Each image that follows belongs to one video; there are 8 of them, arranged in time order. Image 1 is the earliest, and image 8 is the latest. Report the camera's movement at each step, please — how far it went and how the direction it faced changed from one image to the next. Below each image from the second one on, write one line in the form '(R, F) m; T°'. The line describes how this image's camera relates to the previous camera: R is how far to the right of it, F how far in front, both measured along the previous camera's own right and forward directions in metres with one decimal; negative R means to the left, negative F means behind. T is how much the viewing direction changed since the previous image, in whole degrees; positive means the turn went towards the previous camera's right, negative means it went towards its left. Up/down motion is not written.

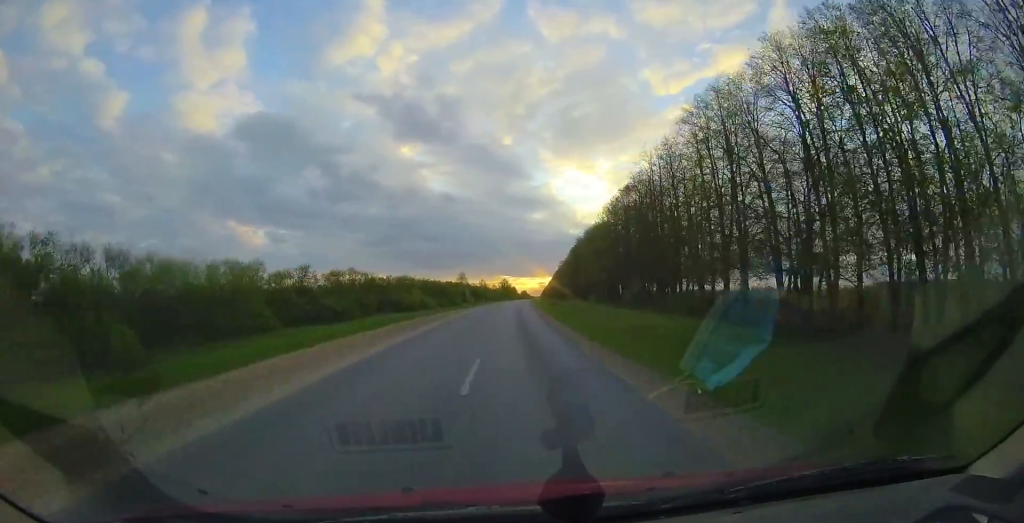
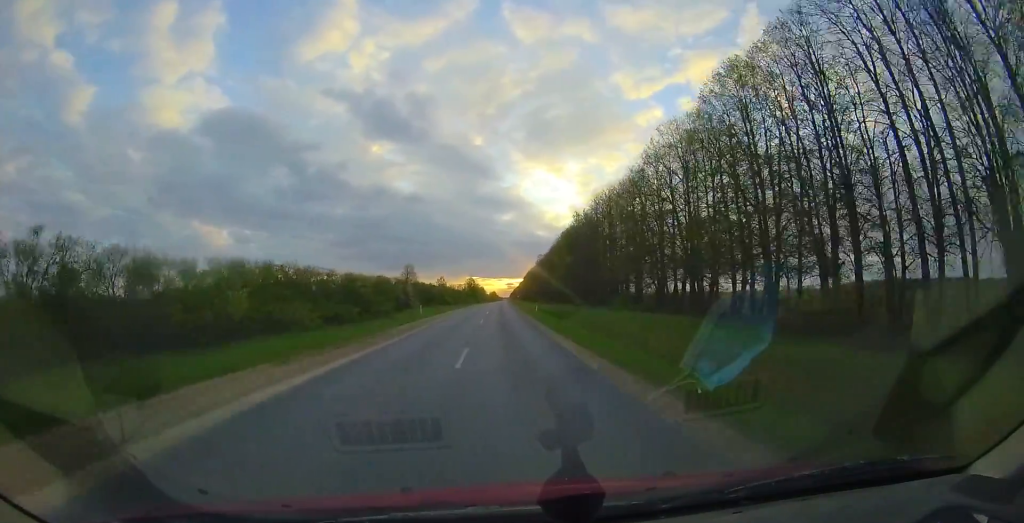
(+1.6, +33.5) m; +5°
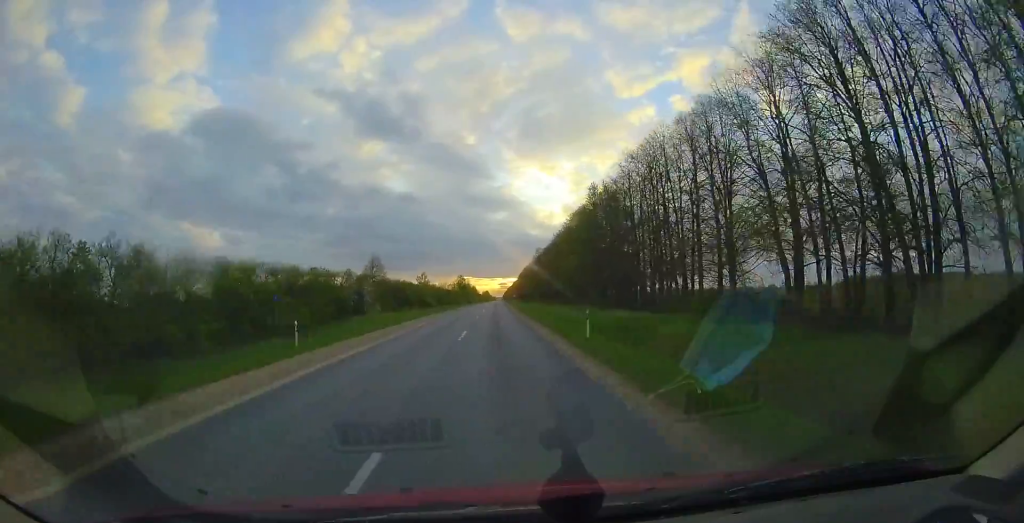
(+0.4, +19.3) m; +2°
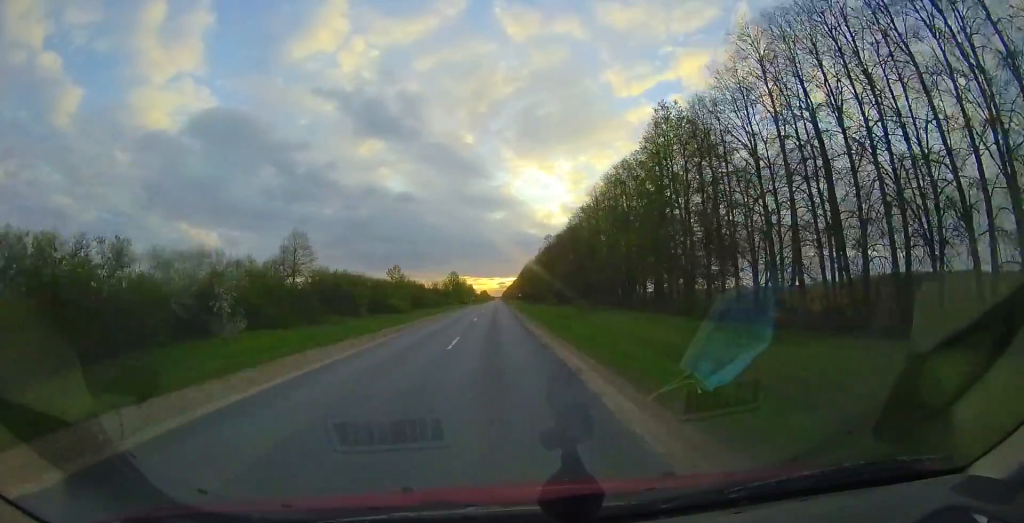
(+0.3, +26.2) m; 0°
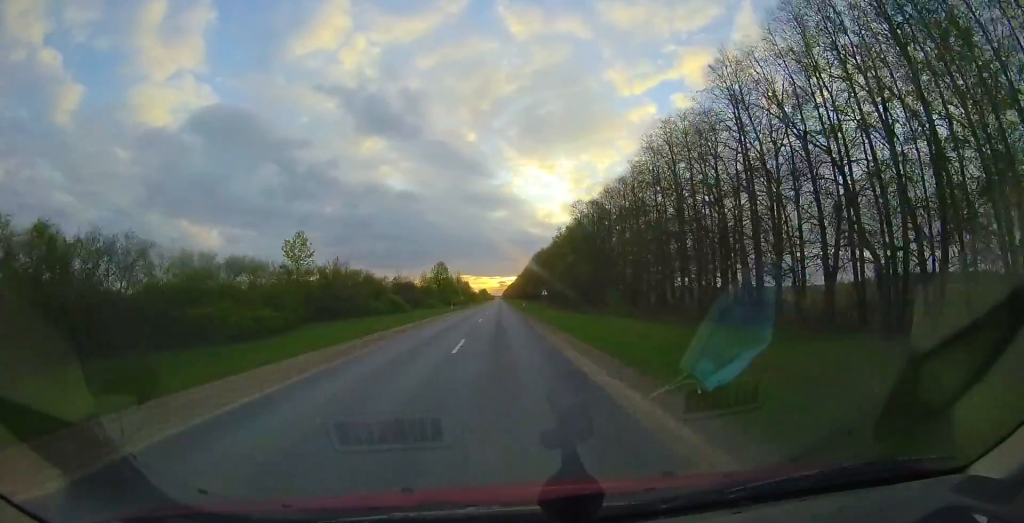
(-0.4, +37.2) m; 0°
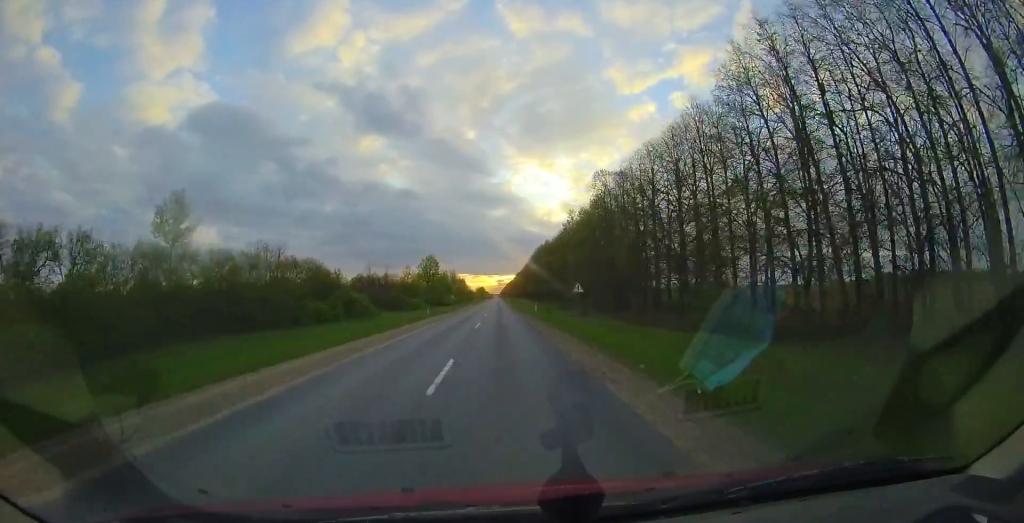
(+0.4, +15.7) m; -1°
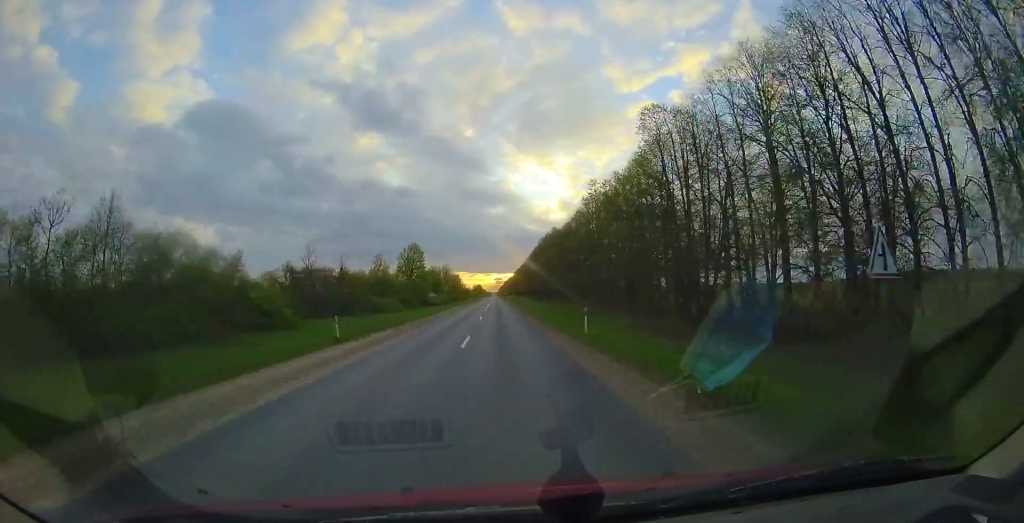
(-0.3, +19.0) m; -1°
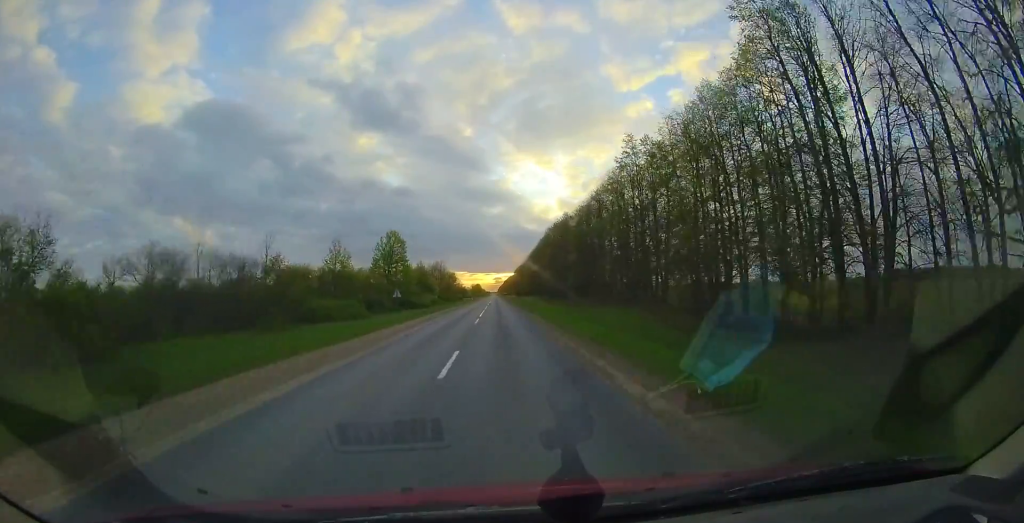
(-0.3, +16.3) m; 0°
